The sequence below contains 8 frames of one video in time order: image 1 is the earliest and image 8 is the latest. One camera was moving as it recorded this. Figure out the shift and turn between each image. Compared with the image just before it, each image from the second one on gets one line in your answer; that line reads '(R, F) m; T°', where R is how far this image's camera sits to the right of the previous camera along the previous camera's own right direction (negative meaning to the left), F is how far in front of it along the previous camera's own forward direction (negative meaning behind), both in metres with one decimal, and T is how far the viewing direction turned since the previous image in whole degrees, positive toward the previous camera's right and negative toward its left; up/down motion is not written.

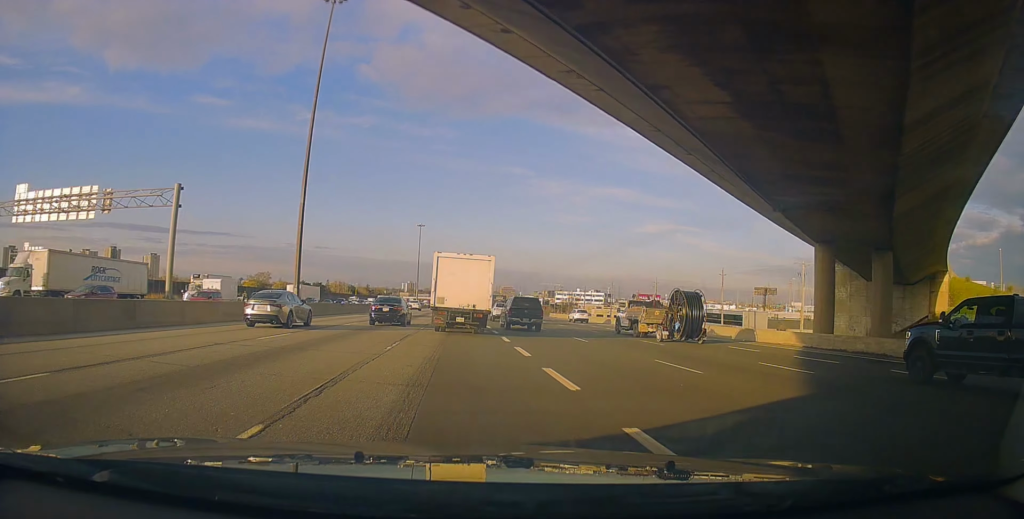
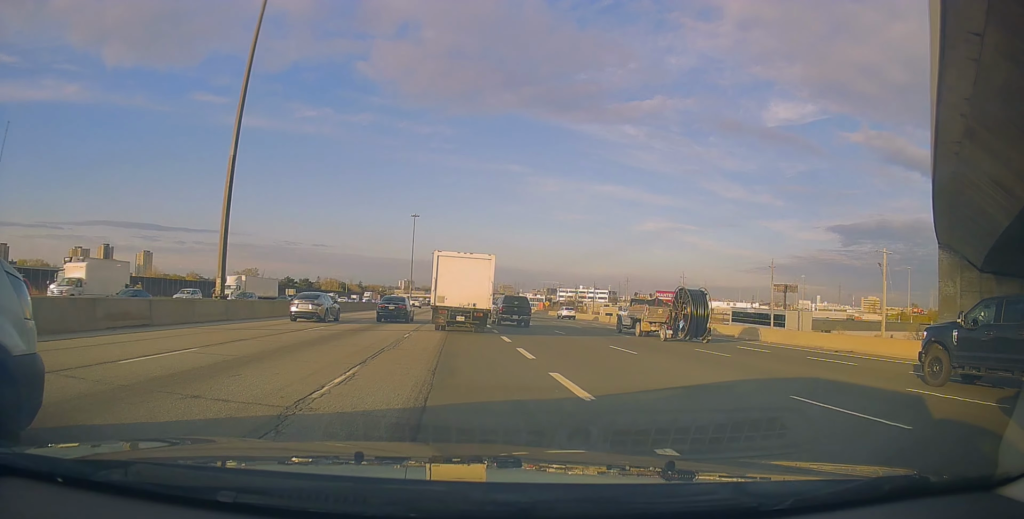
(-0.2, +19.2) m; -1°
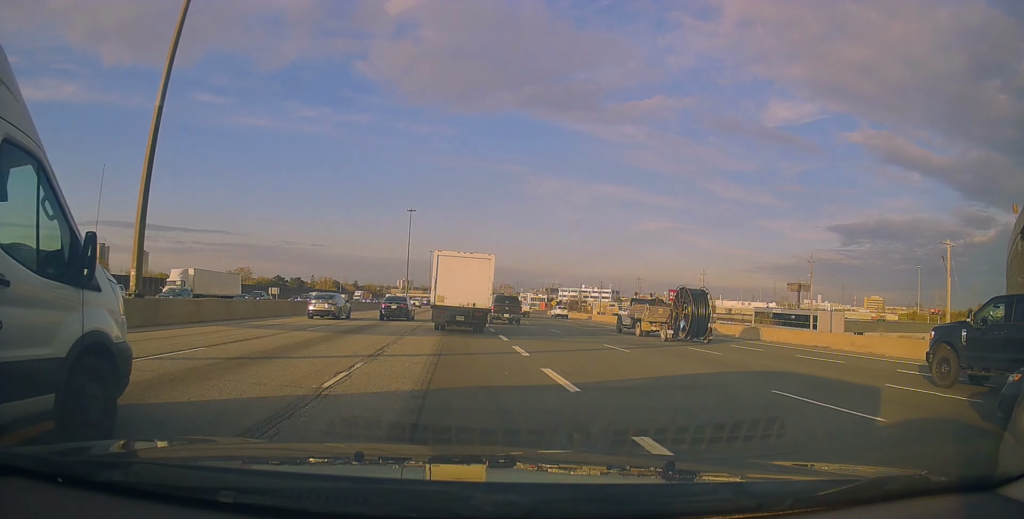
(-0.1, +11.0) m; 0°
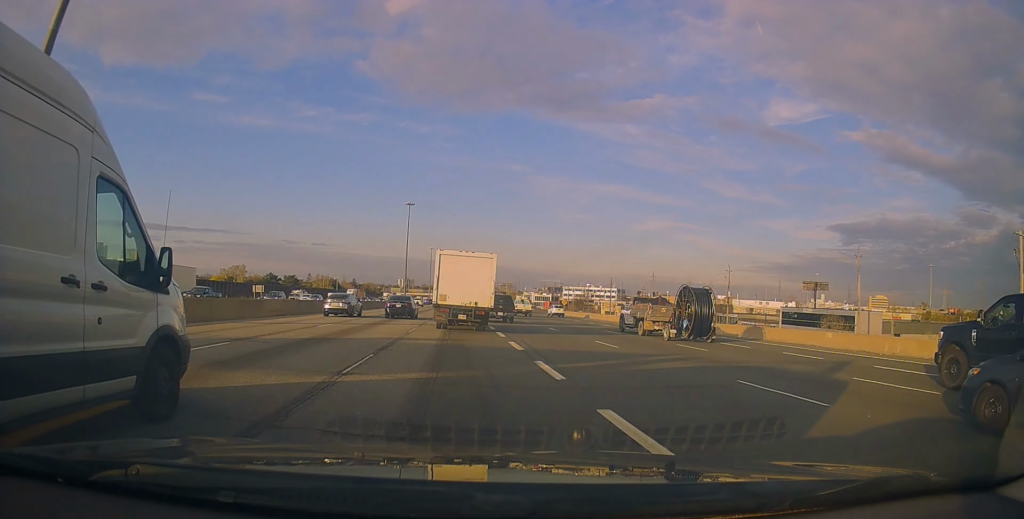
(0.0, +10.6) m; 0°
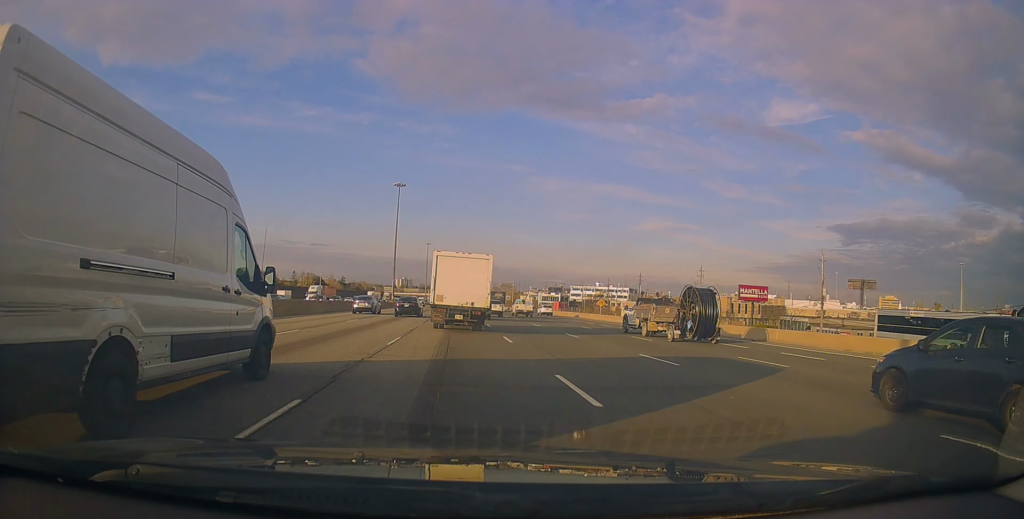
(+0.4, +29.9) m; +1°
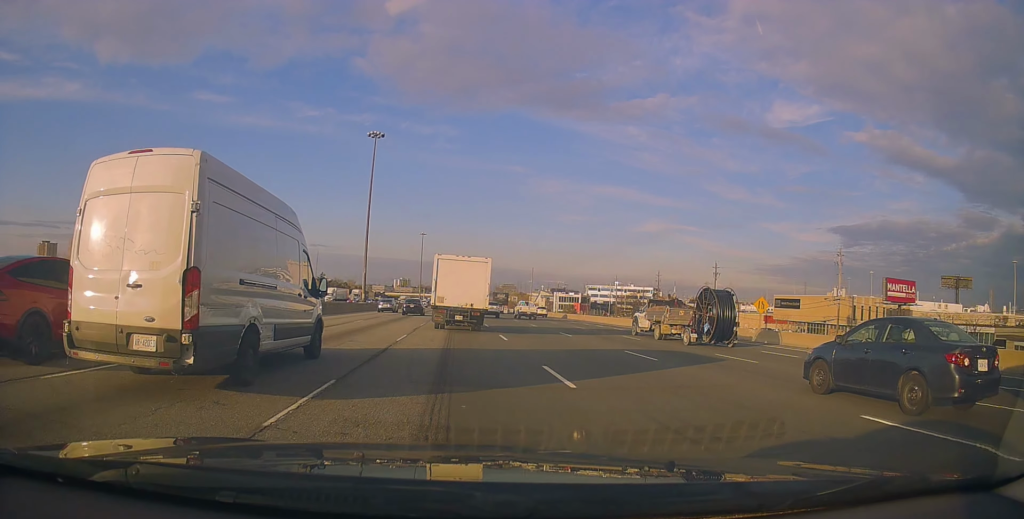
(0.0, +45.7) m; 0°
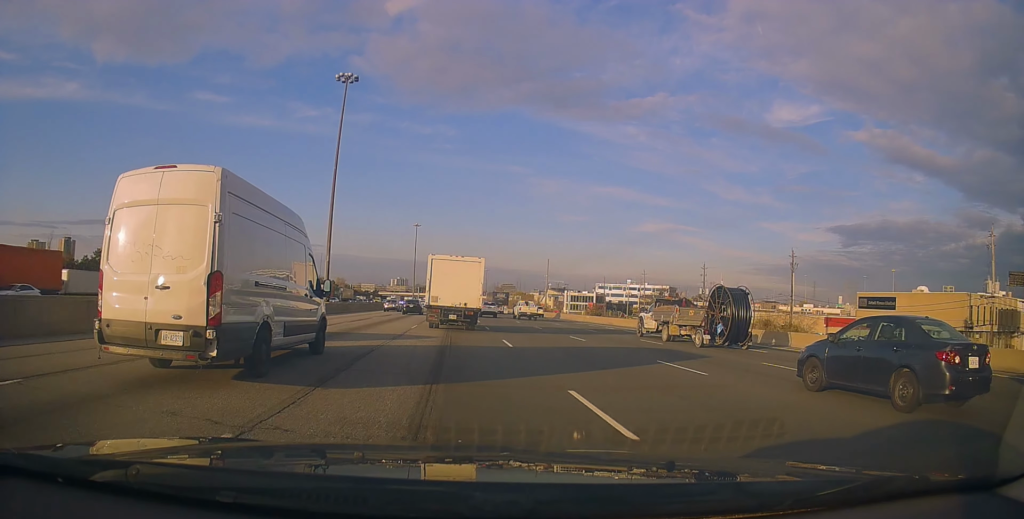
(+0.2, +27.1) m; -1°
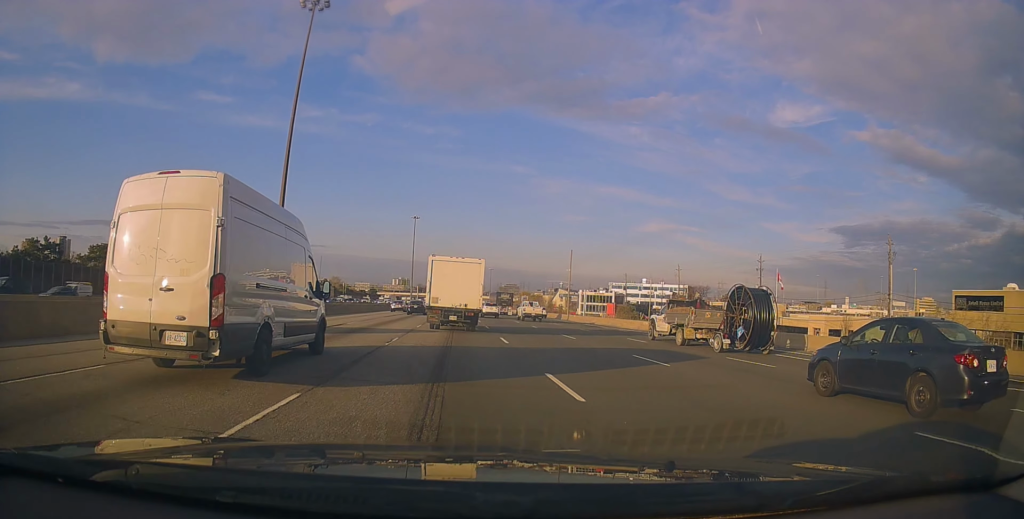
(-0.3, +21.2) m; 0°
